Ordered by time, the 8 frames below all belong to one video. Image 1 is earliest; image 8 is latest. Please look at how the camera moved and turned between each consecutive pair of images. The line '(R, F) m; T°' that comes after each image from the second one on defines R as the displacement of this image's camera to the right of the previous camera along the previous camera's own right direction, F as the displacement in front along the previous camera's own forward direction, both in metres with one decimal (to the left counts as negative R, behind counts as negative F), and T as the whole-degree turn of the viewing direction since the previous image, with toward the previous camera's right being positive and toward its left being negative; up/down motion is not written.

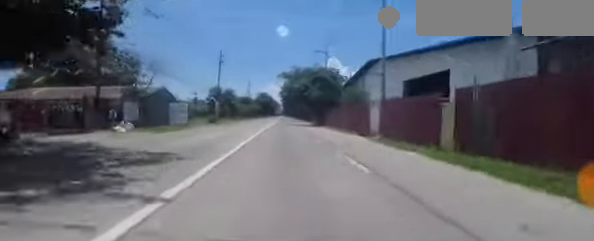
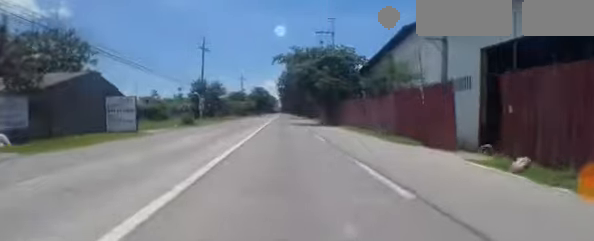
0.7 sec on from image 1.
(-0.3, +11.5) m; -1°
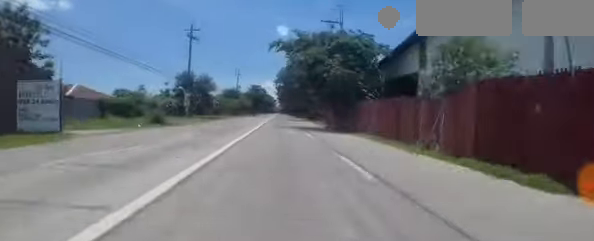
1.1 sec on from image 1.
(-0.1, +7.6) m; 0°
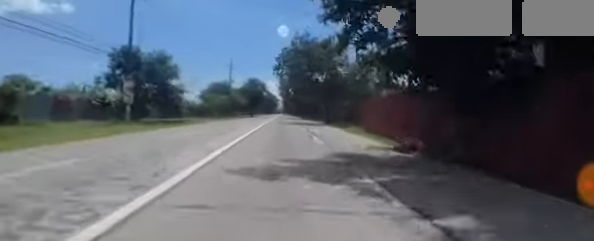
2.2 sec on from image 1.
(+0.1, +19.7) m; +2°
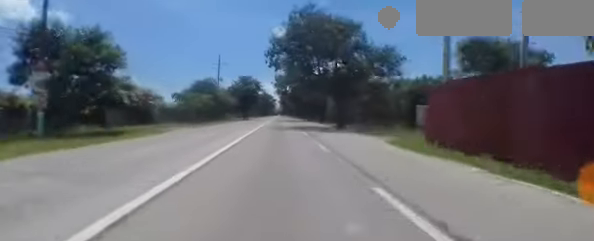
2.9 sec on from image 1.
(+0.2, +11.4) m; +1°
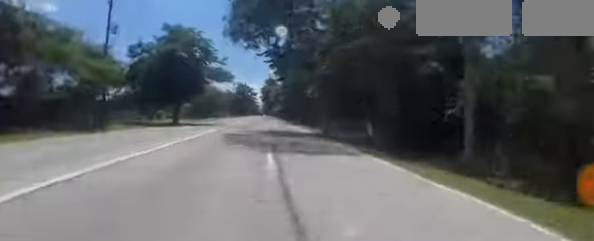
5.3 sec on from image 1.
(-0.1, +41.3) m; -1°
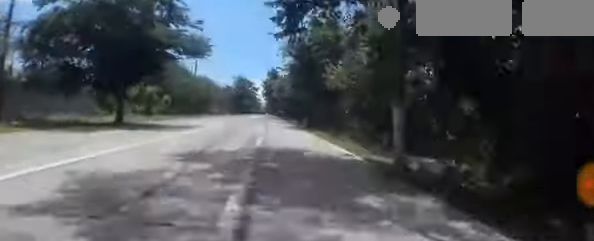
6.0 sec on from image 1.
(-0.1, +11.9) m; -1°
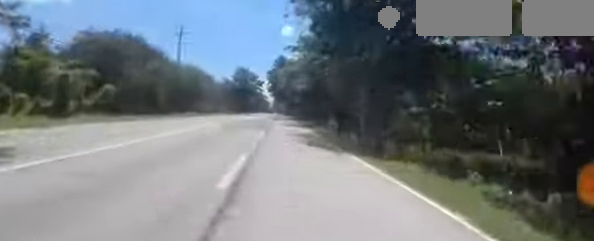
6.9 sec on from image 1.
(0.0, +16.2) m; 0°
